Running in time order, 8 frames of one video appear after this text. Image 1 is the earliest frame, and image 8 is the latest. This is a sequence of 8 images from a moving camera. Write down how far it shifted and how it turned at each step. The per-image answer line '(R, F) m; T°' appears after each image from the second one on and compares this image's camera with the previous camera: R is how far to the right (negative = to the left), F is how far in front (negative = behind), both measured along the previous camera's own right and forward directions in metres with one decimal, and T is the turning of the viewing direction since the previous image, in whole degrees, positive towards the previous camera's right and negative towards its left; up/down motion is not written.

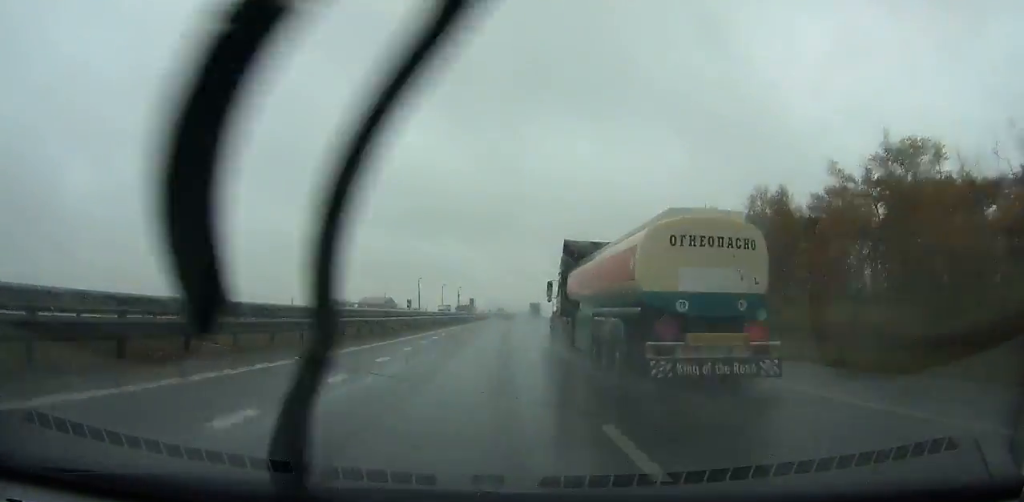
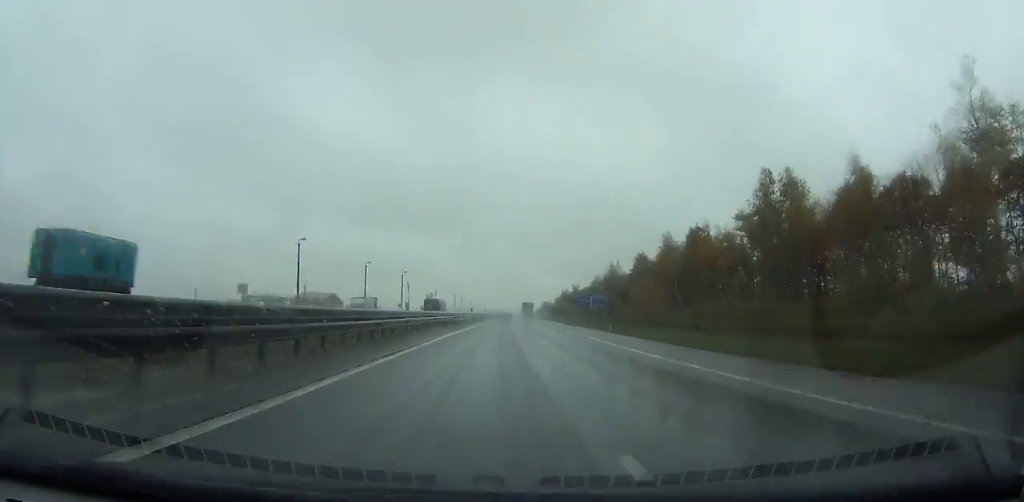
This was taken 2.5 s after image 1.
(+0.5, +73.1) m; +2°
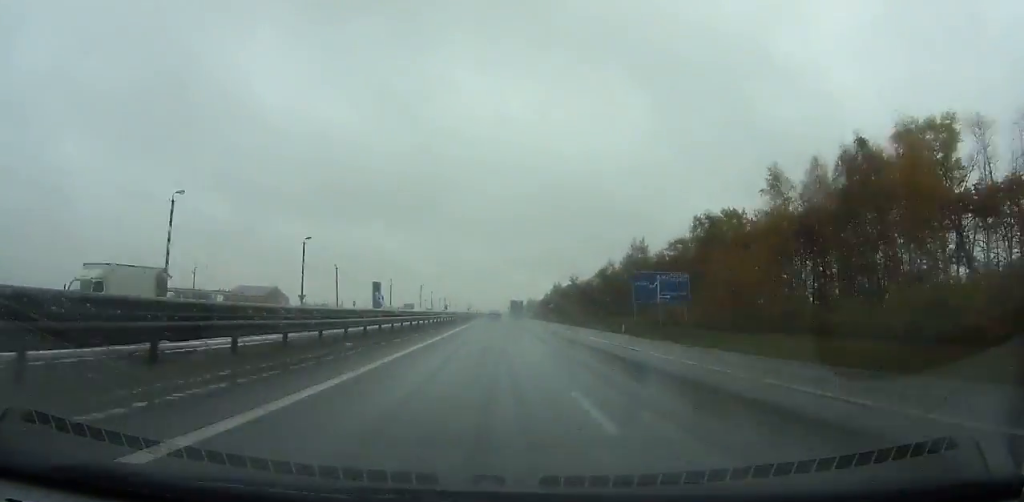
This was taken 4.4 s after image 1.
(+1.1, +56.3) m; +1°
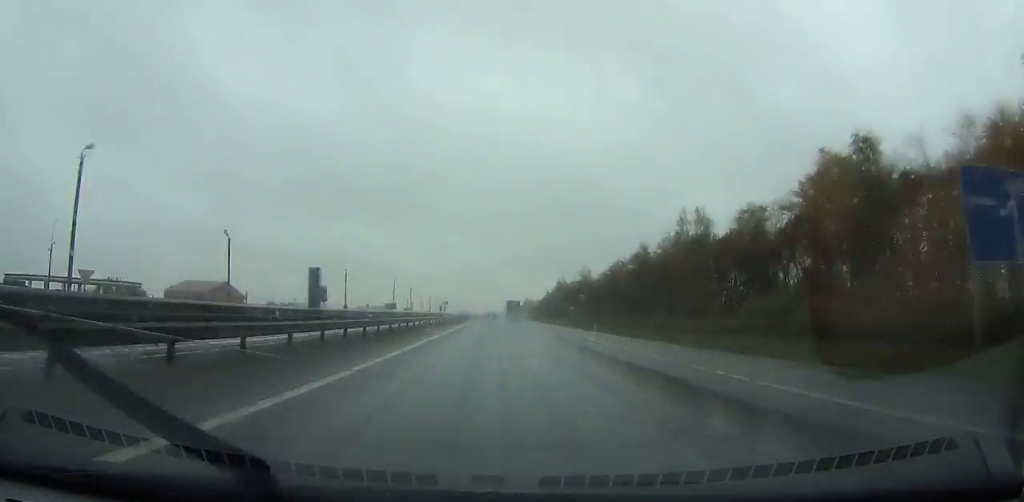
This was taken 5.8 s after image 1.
(+0.3, +41.9) m; 0°
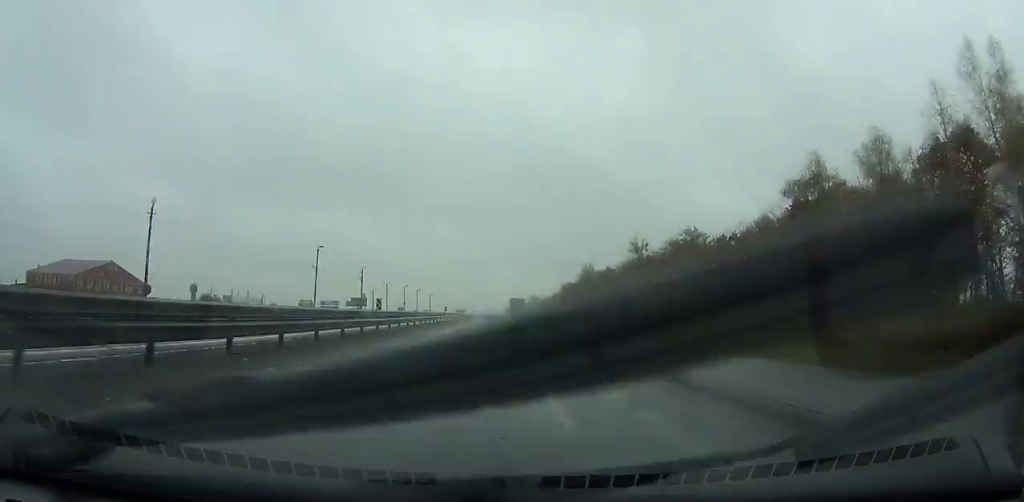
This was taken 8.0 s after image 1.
(+0.3, +66.2) m; 0°
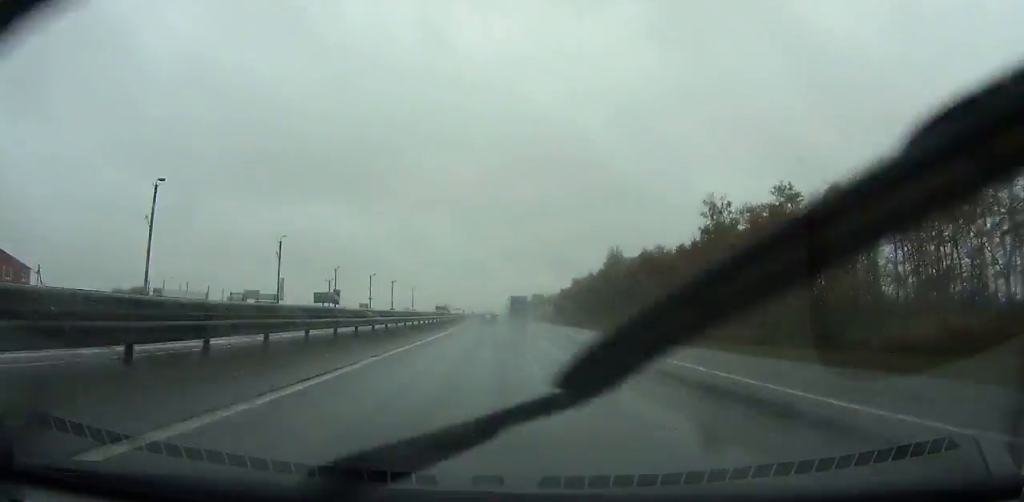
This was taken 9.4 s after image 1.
(-0.1, +42.3) m; 0°
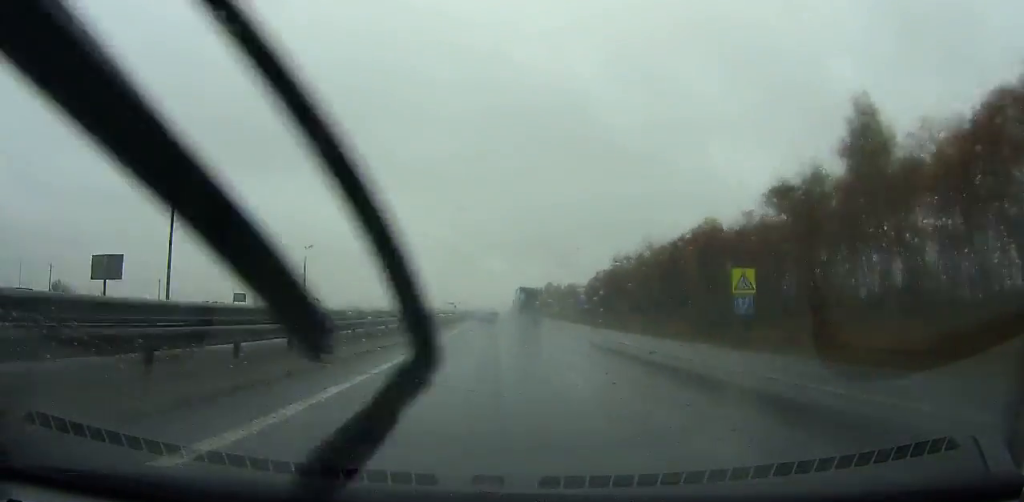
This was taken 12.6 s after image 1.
(0.0, +96.2) m; 0°
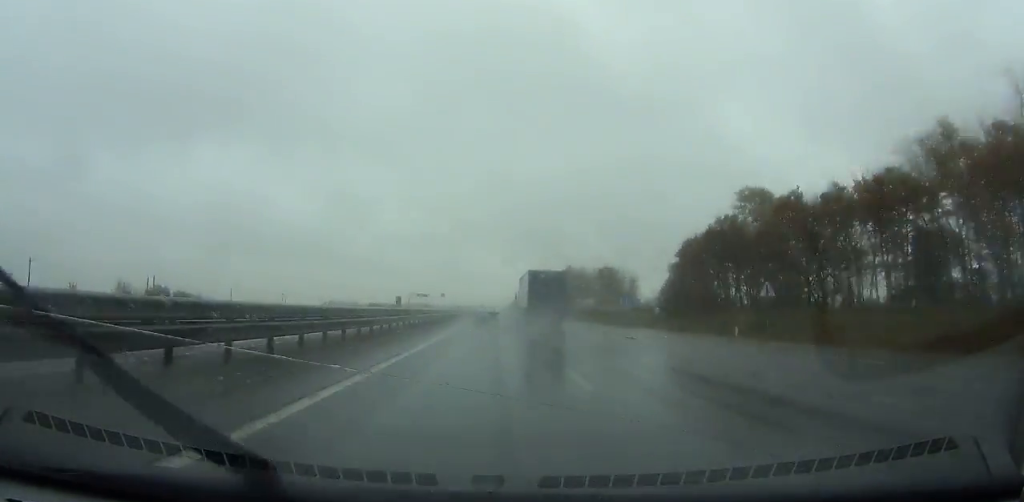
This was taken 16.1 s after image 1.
(0.0, +103.5) m; 0°
